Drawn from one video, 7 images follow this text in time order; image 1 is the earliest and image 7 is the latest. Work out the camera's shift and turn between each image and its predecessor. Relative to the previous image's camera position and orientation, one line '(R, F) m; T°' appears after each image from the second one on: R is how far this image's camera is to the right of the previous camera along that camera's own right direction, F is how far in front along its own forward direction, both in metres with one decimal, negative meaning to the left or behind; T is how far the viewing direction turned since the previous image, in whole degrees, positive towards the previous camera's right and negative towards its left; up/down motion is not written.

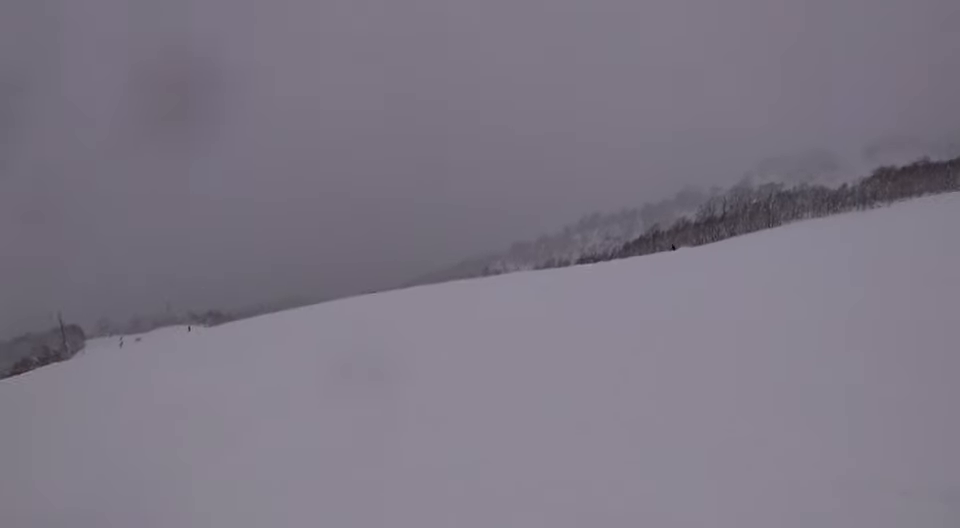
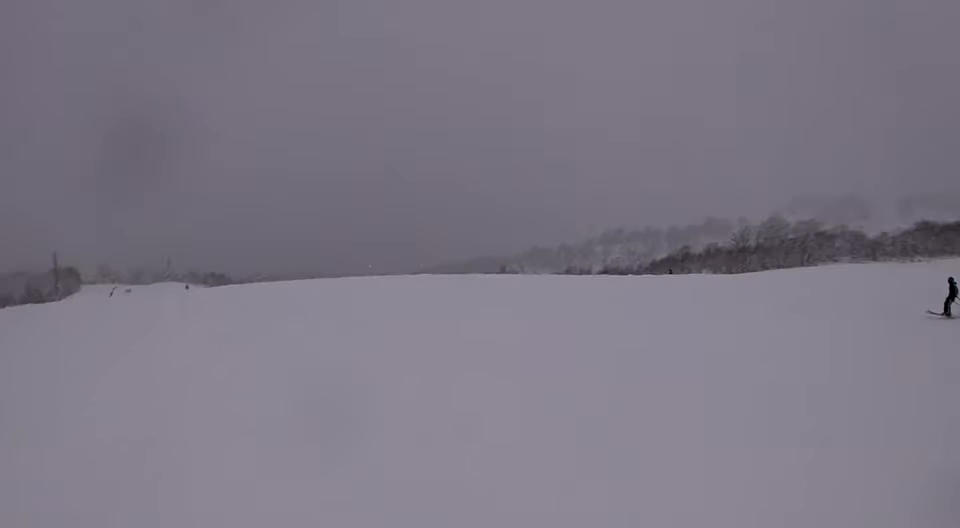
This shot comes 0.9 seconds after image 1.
(+1.0, +5.9) m; -16°
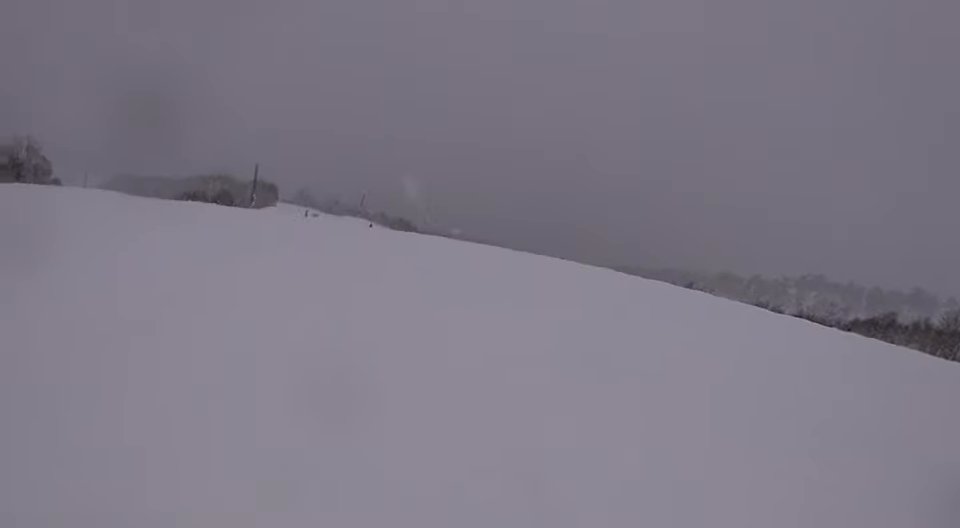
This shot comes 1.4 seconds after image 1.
(-1.7, +3.6) m; -20°
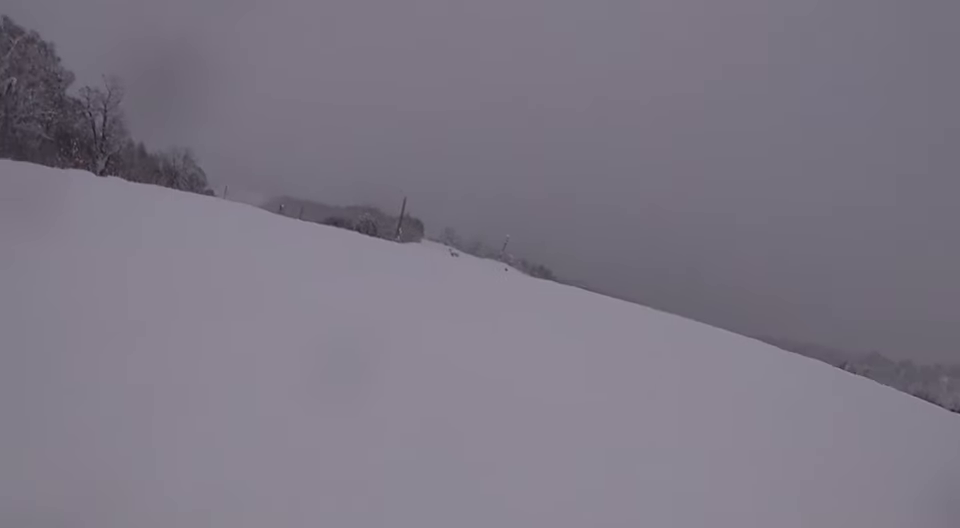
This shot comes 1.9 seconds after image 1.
(-0.6, +3.5) m; -13°
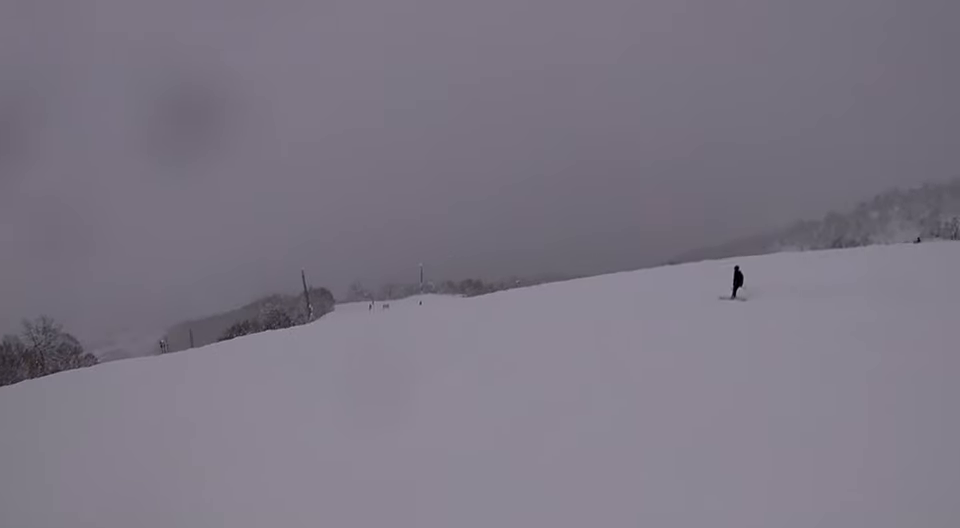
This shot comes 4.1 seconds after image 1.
(+0.8, +14.7) m; +17°
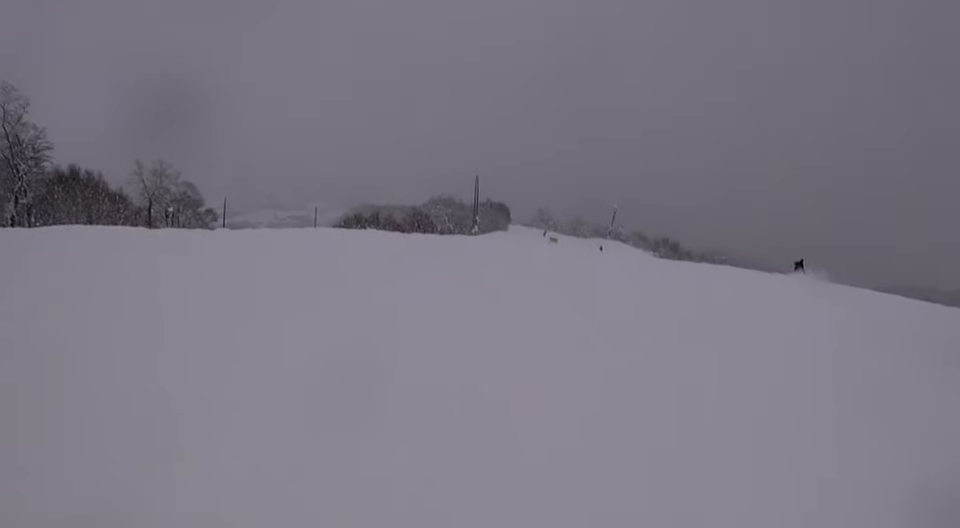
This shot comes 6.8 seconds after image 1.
(-1.9, +17.3) m; -18°
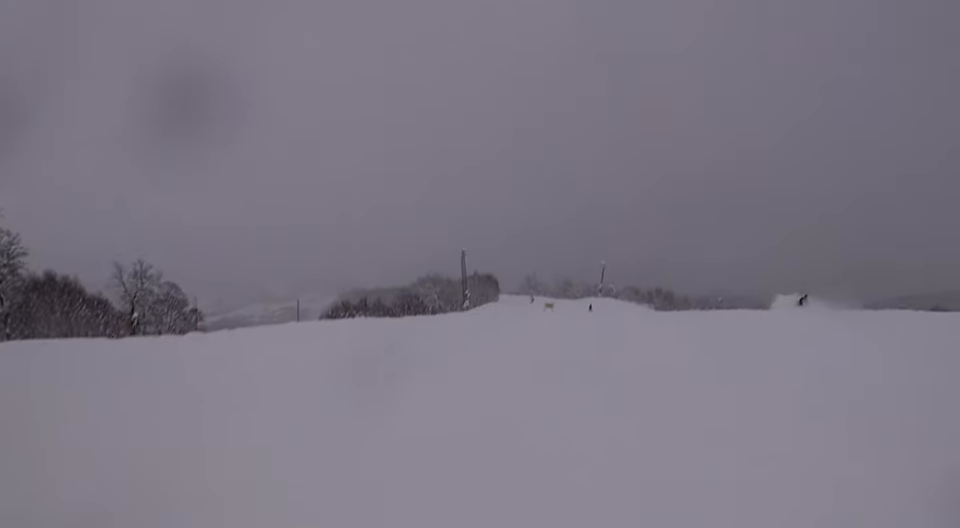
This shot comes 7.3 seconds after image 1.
(+0.4, +3.3) m; +4°
